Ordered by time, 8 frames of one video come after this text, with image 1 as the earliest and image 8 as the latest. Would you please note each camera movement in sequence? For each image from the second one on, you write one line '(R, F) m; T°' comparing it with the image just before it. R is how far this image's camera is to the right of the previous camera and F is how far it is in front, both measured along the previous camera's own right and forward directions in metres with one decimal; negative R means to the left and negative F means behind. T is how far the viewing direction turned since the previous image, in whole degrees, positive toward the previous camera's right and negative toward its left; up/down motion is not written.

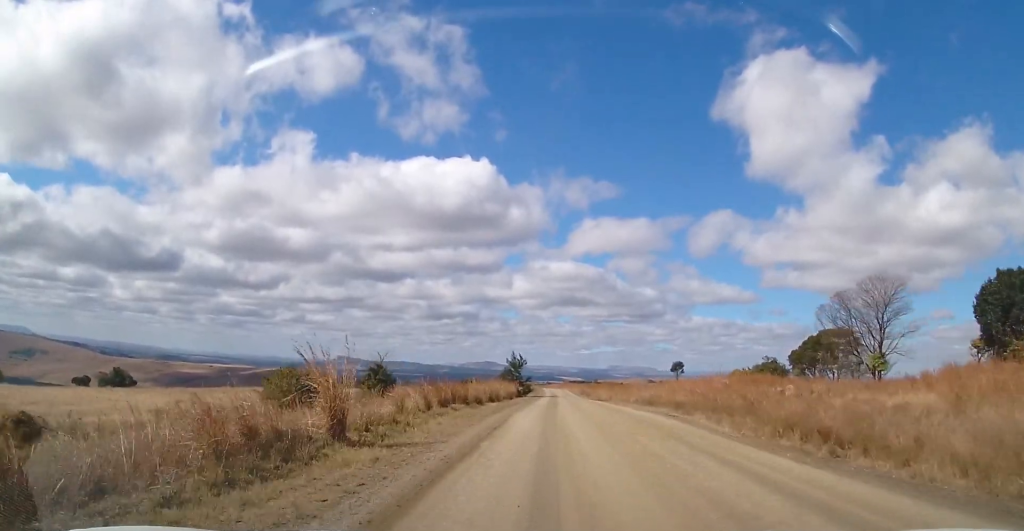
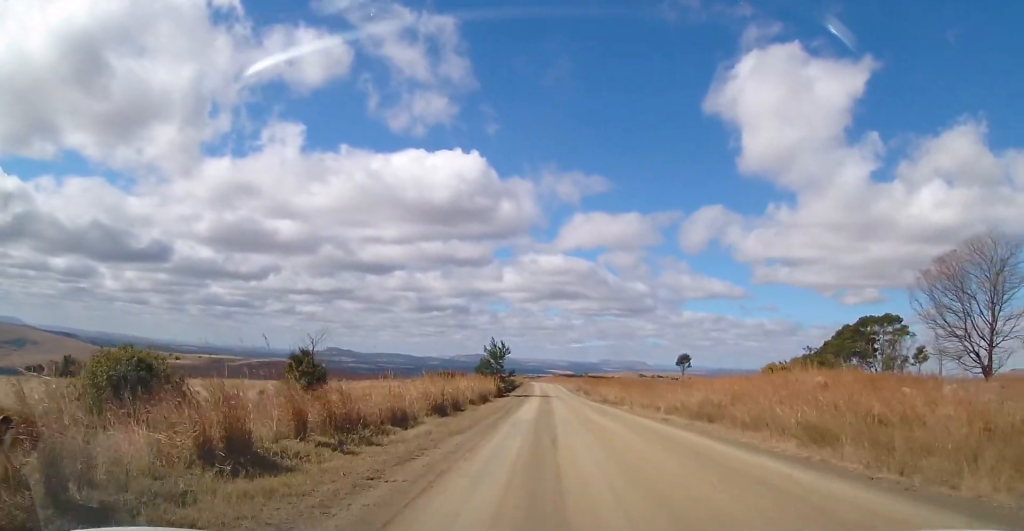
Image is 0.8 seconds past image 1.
(-0.1, +15.7) m; 0°
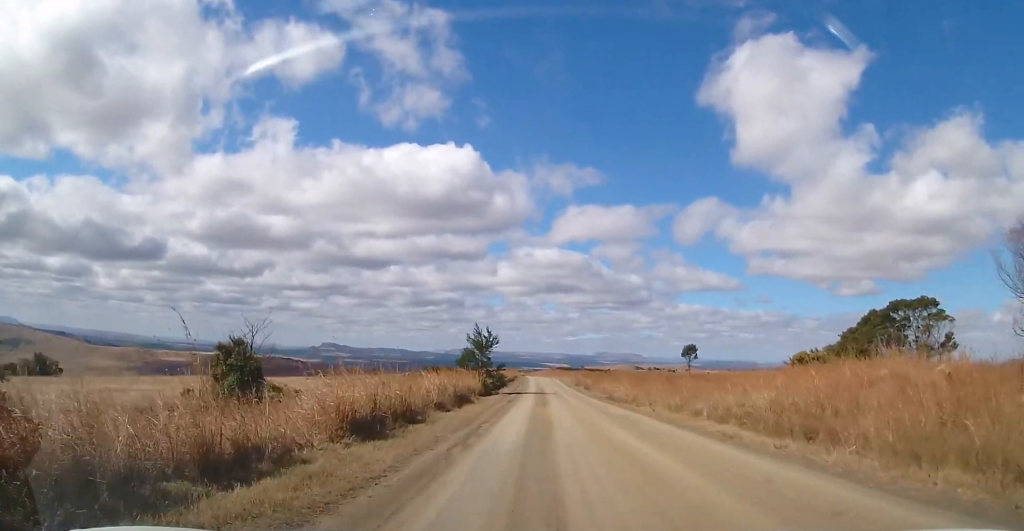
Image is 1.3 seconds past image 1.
(+0.1, +9.0) m; 0°
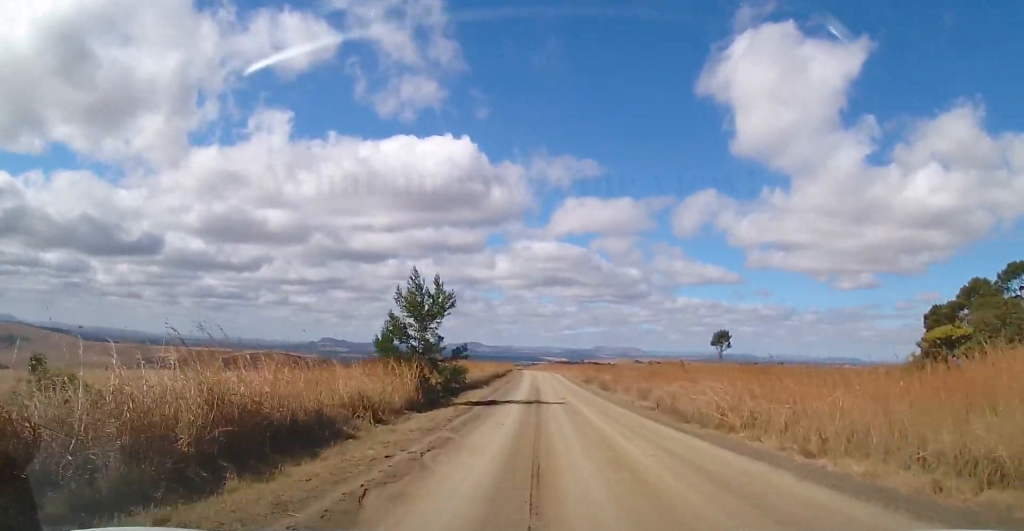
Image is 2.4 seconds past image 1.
(+0.2, +22.0) m; +1°
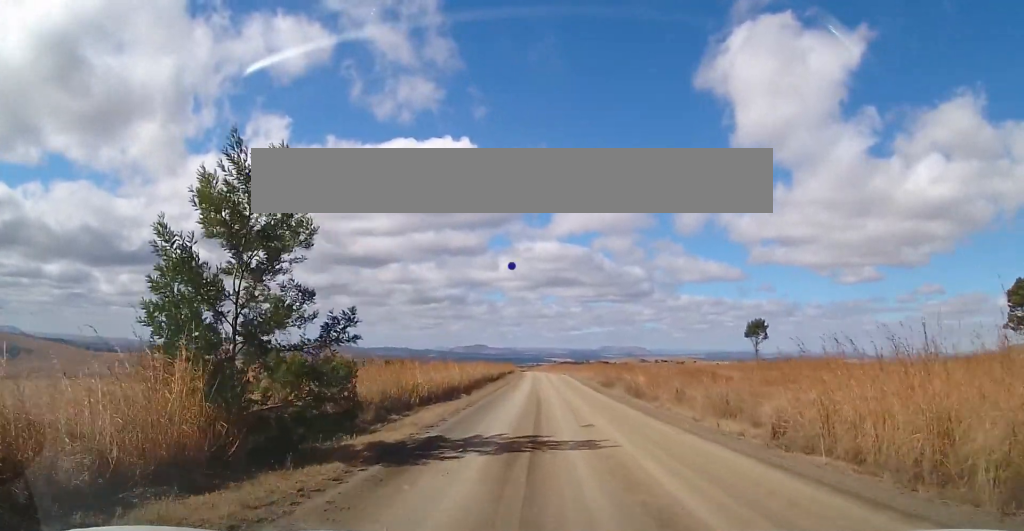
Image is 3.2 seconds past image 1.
(0.0, +14.6) m; -1°
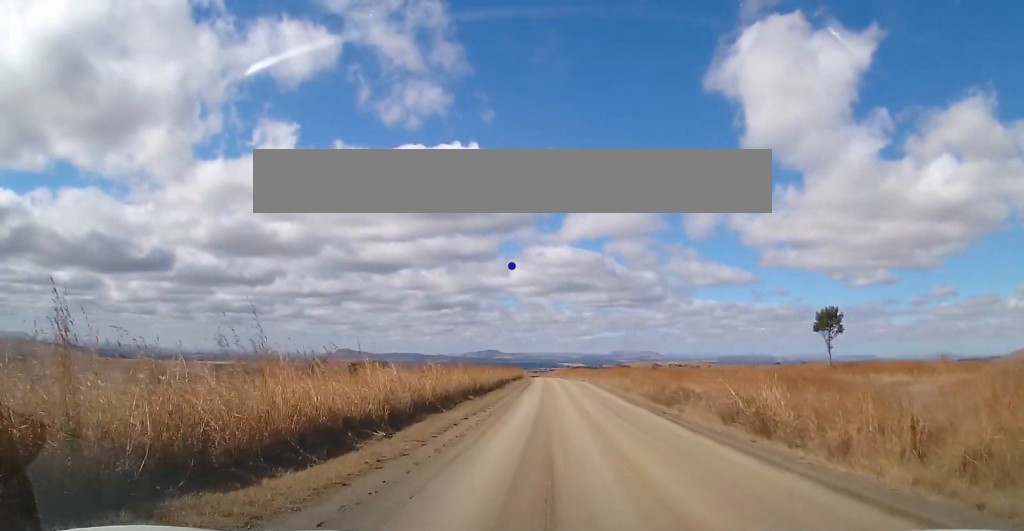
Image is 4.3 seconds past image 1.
(-0.2, +18.4) m; -2°
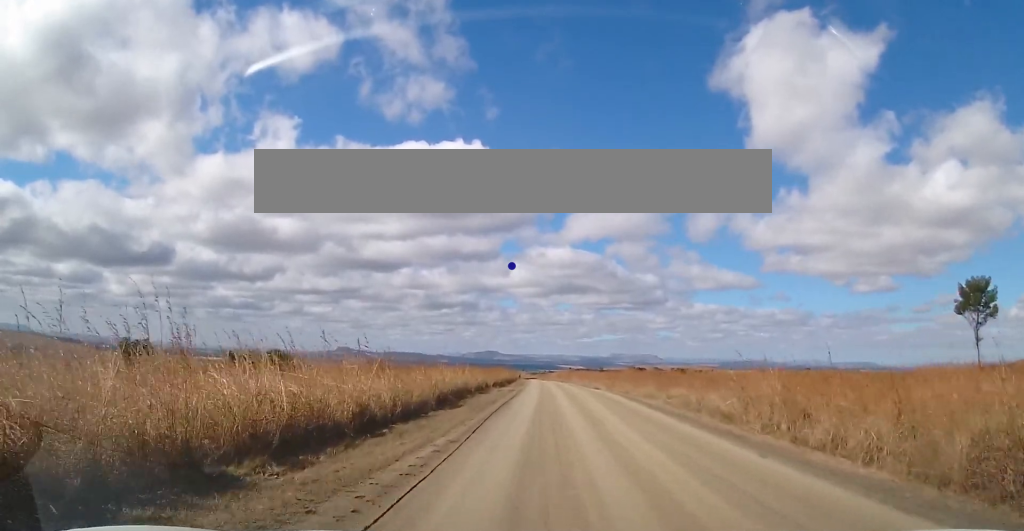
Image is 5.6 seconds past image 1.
(-0.4, +24.2) m; -1°
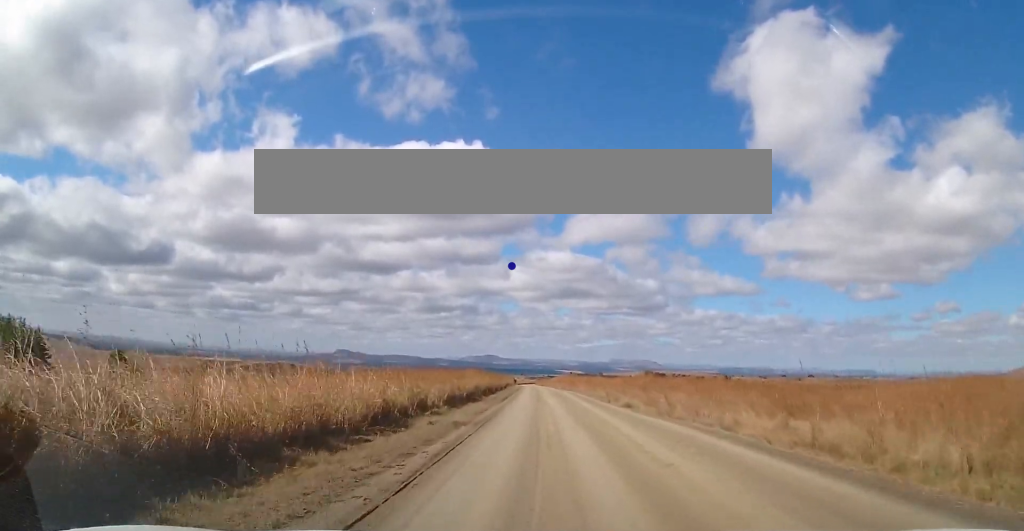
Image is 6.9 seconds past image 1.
(+0.2, +22.5) m; +2°
